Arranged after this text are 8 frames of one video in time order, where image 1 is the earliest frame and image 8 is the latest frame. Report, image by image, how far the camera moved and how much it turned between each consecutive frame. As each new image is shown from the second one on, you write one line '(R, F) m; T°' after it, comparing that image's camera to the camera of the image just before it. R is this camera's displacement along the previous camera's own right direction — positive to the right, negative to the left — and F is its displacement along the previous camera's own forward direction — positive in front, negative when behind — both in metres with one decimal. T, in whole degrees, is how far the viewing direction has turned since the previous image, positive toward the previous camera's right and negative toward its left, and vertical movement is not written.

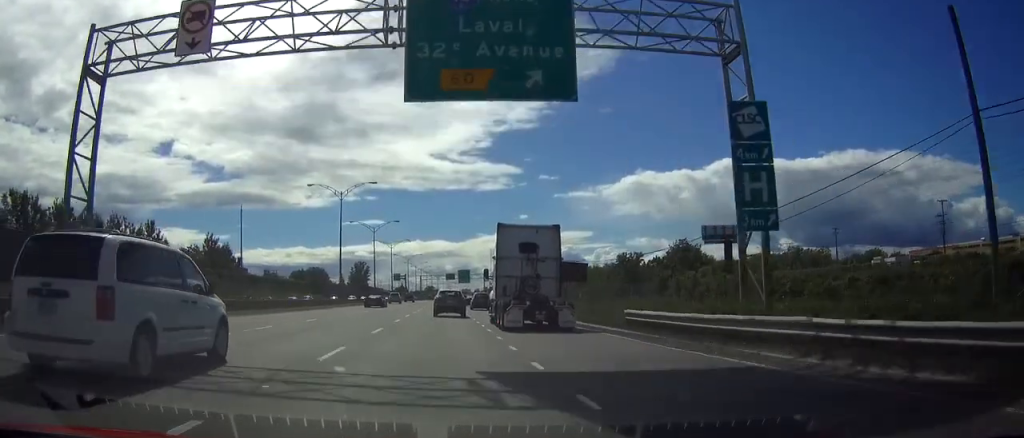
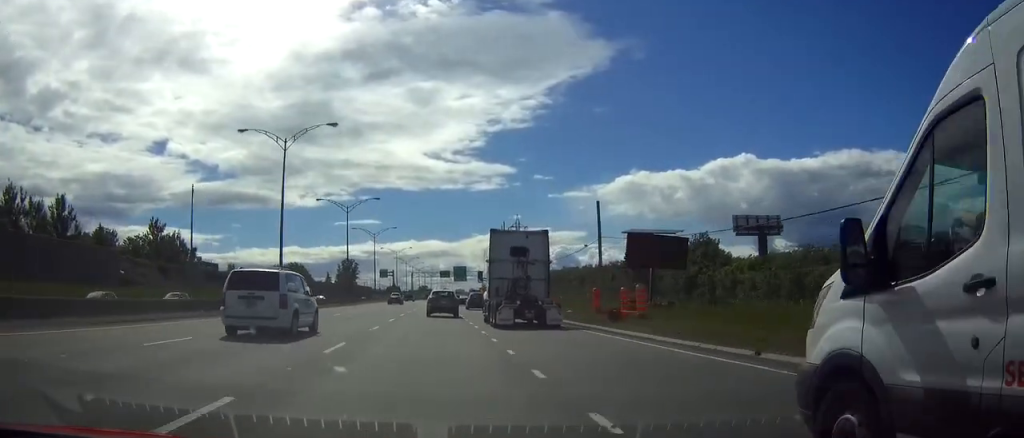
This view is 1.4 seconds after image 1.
(+0.1, +25.8) m; 0°
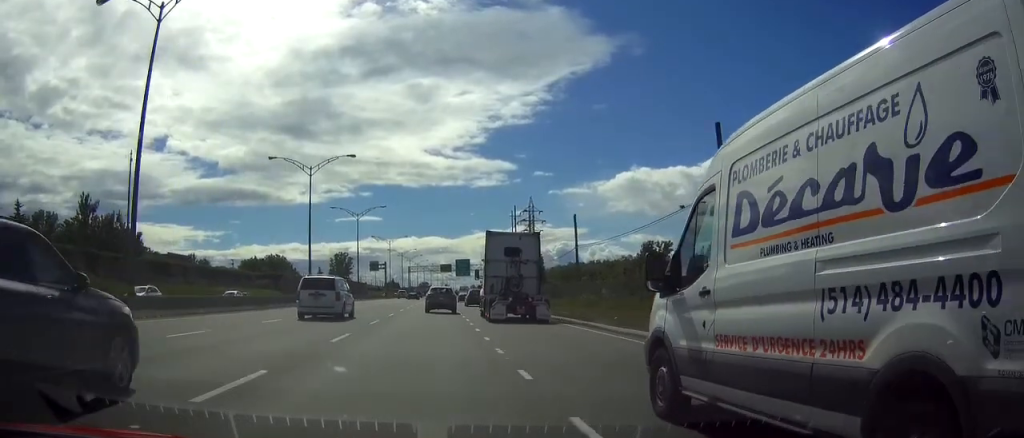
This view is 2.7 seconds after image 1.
(0.0, +24.9) m; 0°
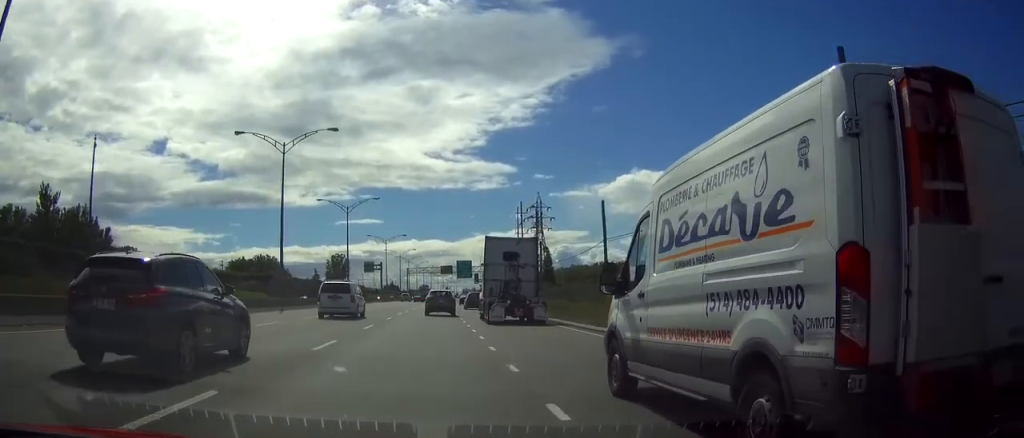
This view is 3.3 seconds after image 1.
(0.0, +11.1) m; 0°
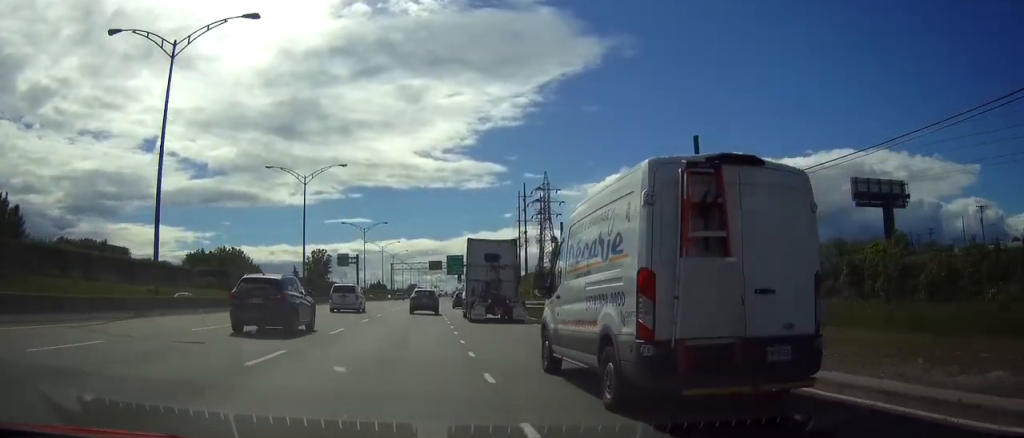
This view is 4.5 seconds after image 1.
(+0.1, +21.4) m; +2°
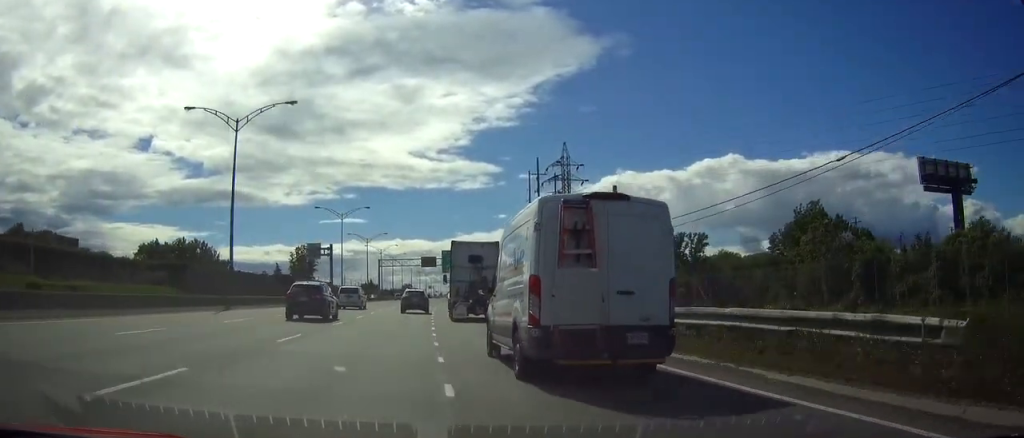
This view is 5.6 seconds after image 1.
(+0.6, +21.2) m; +2°
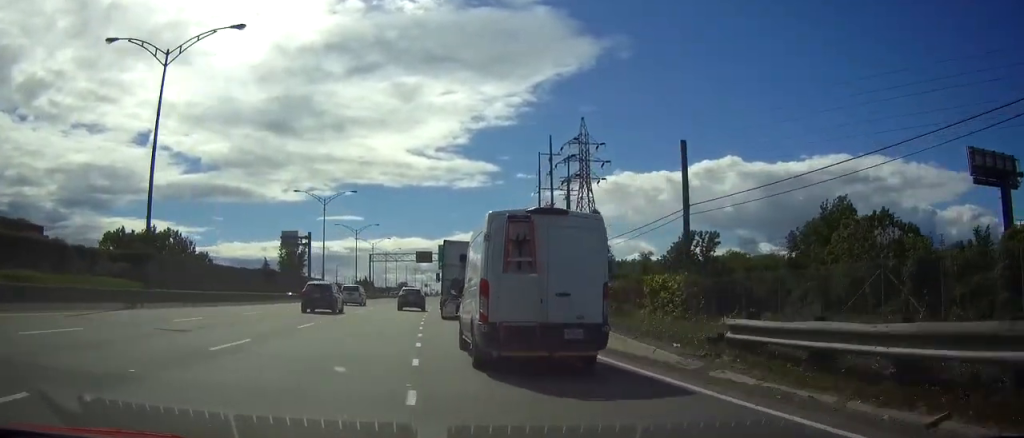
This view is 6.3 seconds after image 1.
(0.0, +12.7) m; 0°
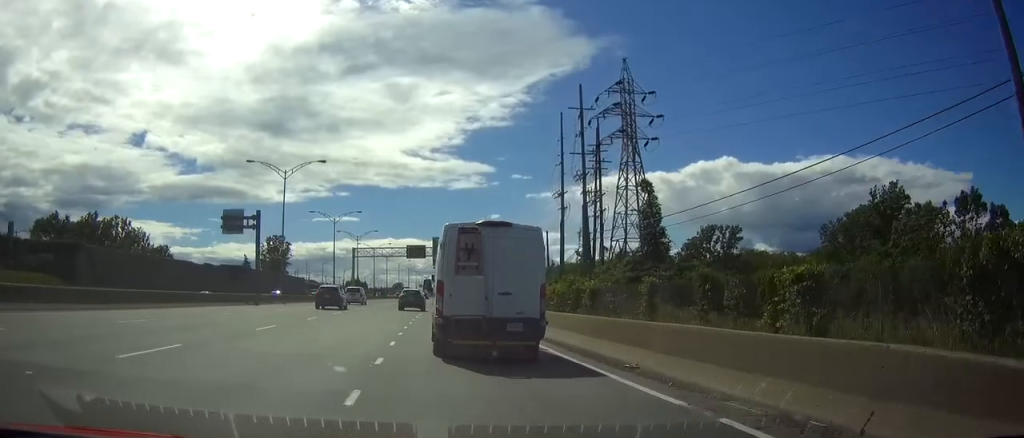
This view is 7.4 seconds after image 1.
(0.0, +19.9) m; 0°
